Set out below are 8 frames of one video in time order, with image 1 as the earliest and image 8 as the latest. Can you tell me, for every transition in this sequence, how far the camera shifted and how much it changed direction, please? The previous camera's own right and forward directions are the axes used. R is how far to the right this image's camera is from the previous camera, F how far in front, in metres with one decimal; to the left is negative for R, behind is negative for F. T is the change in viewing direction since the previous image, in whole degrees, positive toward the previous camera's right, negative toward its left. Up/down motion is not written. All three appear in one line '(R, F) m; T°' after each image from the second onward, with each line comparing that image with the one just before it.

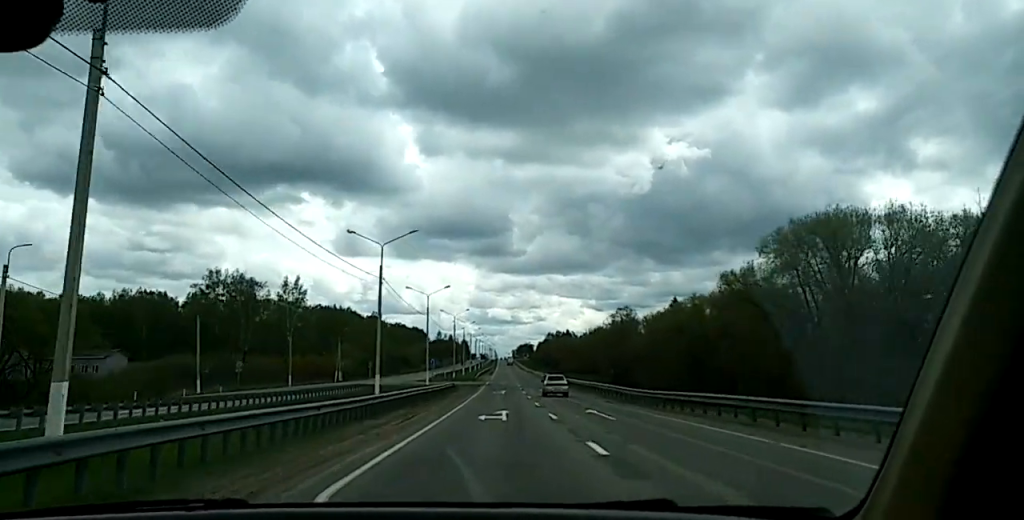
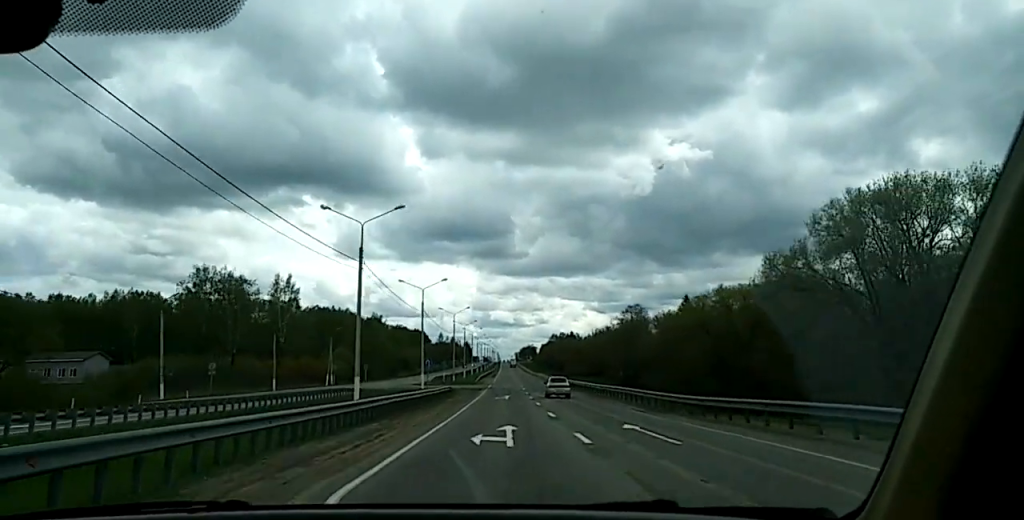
(0.0, +10.9) m; 0°
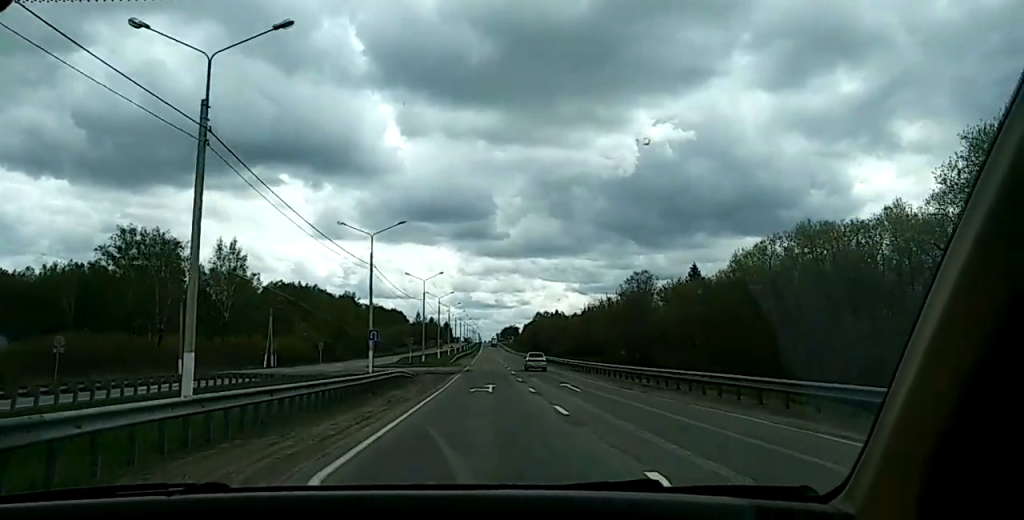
(-0.1, +25.7) m; 0°
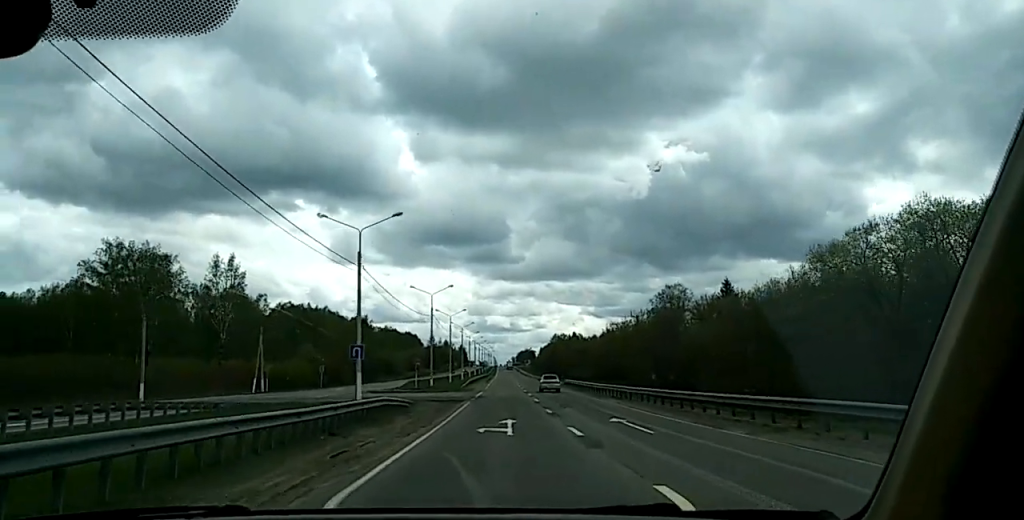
(0.0, +11.7) m; 0°
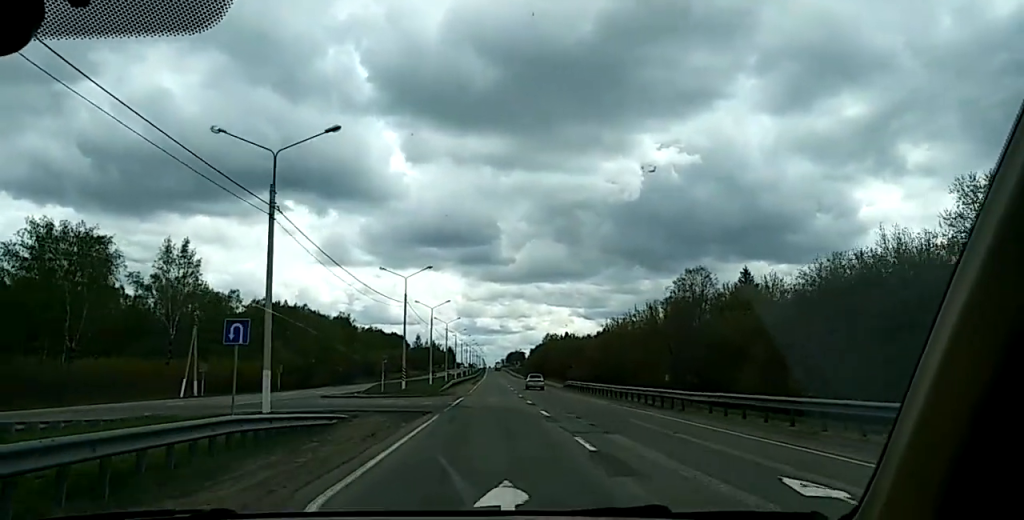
(0.0, +14.4) m; 0°
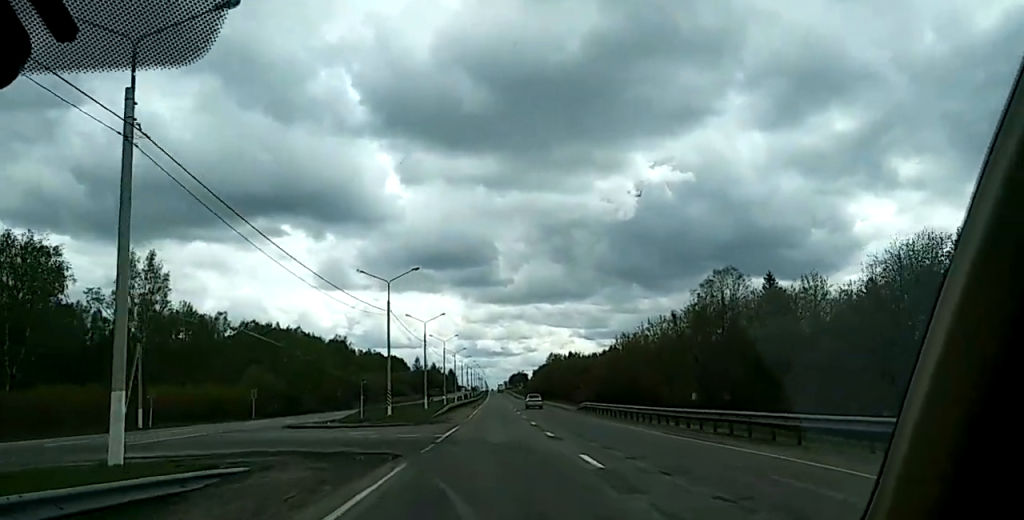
(0.0, +9.5) m; 0°
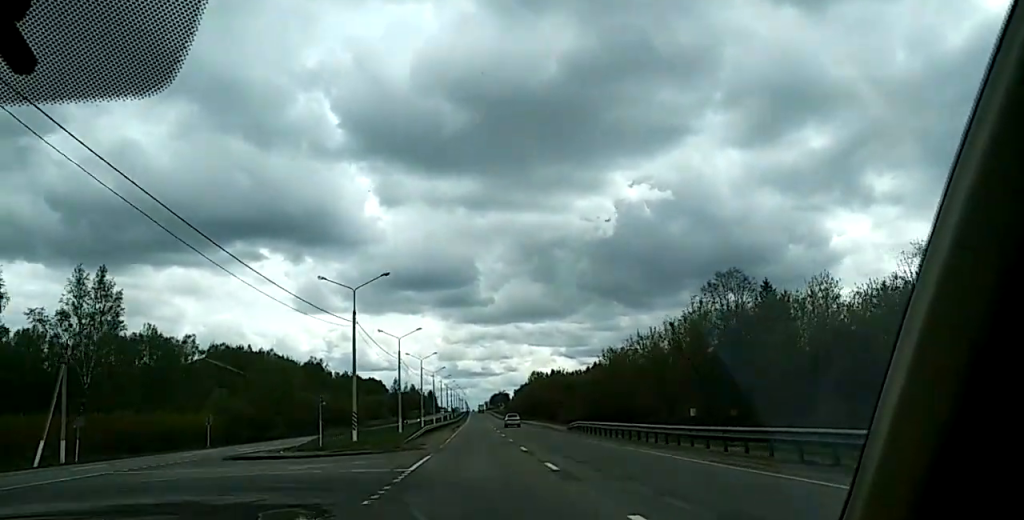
(0.0, +4.7) m; -1°
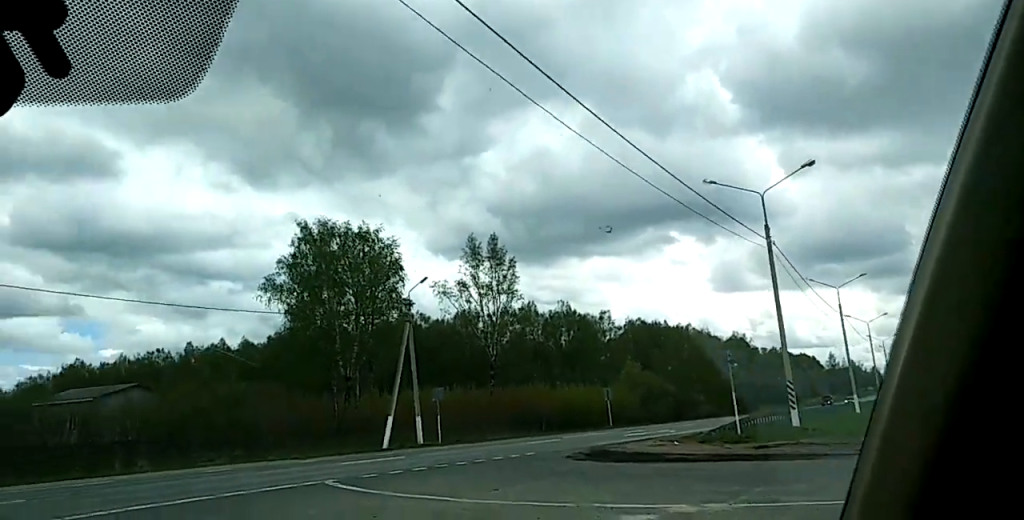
(-1.2, +14.2) m; -23°
